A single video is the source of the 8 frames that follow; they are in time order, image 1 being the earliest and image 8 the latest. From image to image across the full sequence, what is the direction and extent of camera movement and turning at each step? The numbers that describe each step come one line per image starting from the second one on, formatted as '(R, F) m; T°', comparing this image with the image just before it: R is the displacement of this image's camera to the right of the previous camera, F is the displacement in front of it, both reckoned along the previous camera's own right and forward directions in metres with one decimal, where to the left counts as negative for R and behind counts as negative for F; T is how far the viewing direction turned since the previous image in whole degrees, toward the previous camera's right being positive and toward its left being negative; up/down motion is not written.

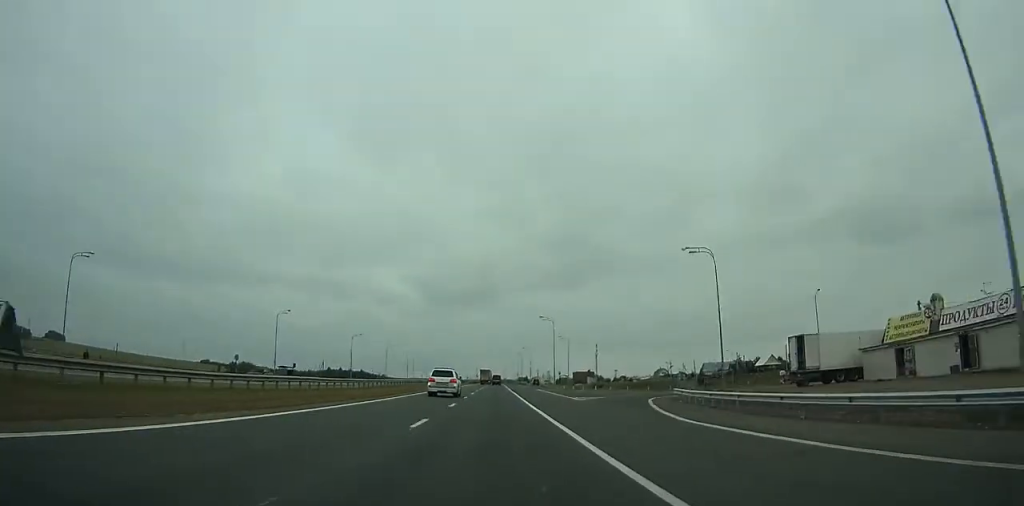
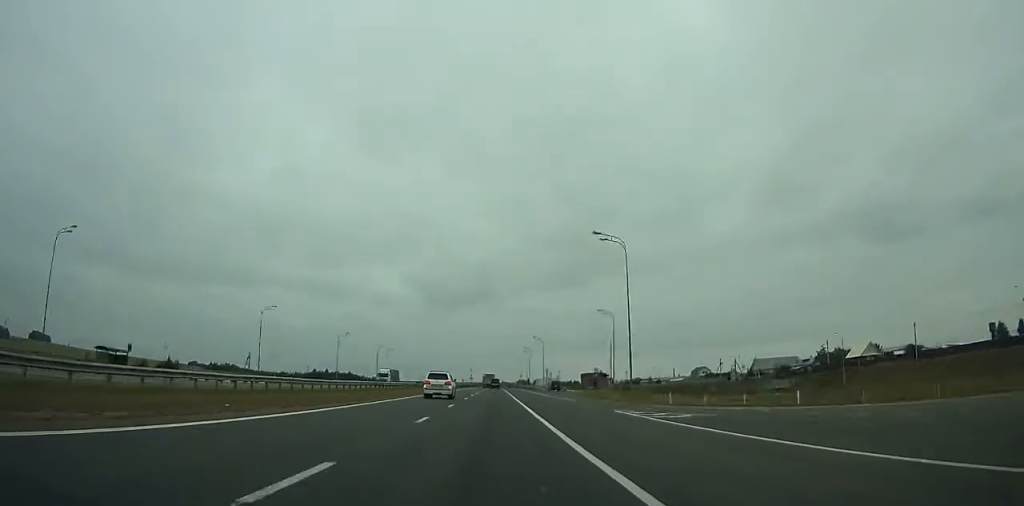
(-2.3, +57.8) m; +2°
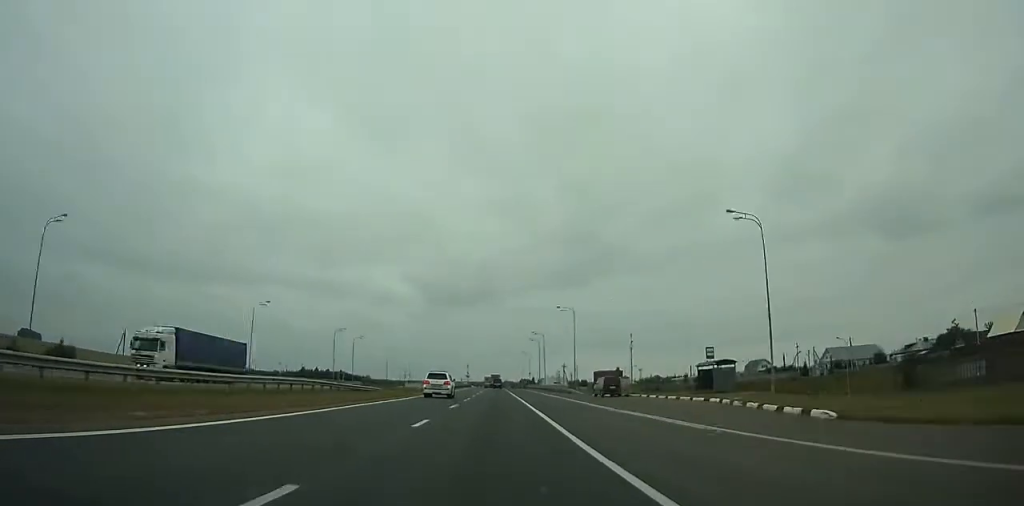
(+2.3, +50.1) m; +2°
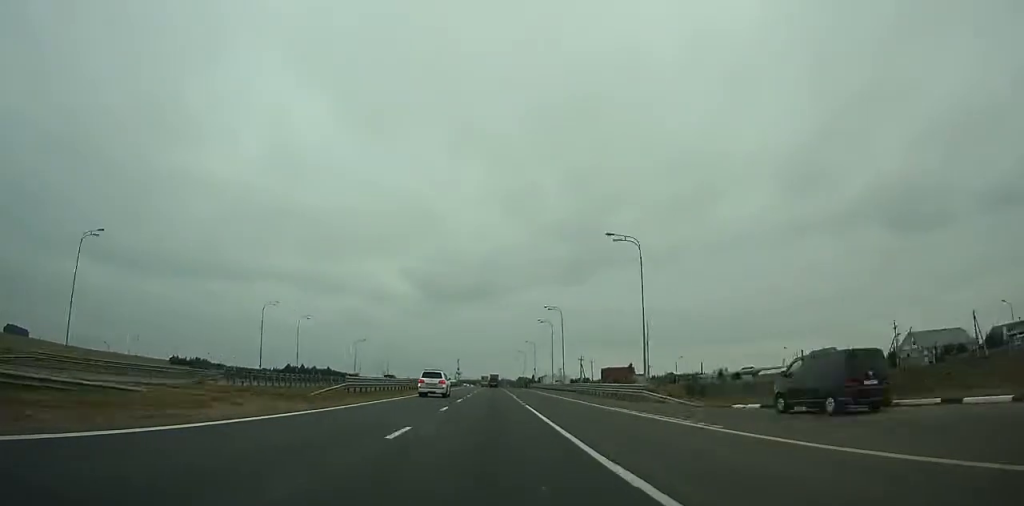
(+1.7, +40.5) m; +1°
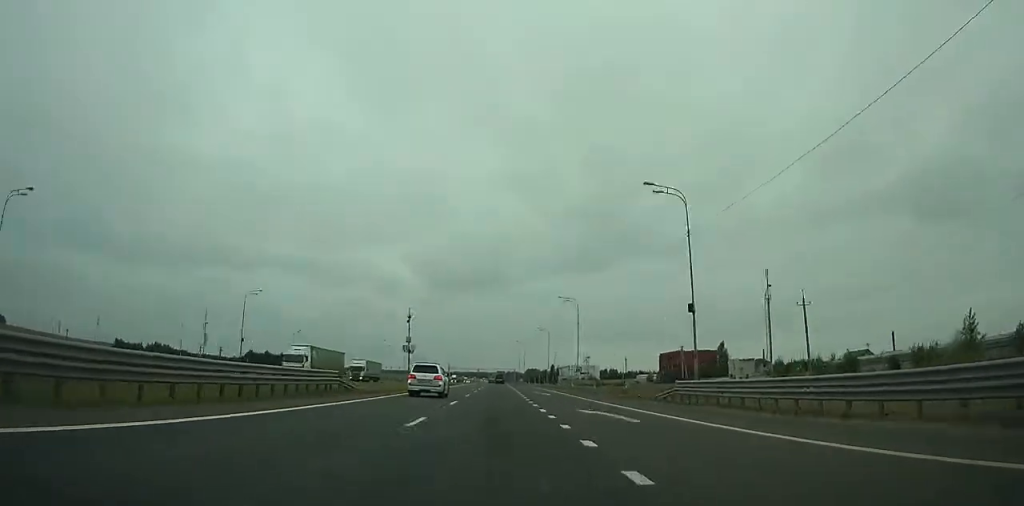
(-4.1, +117.3) m; -2°
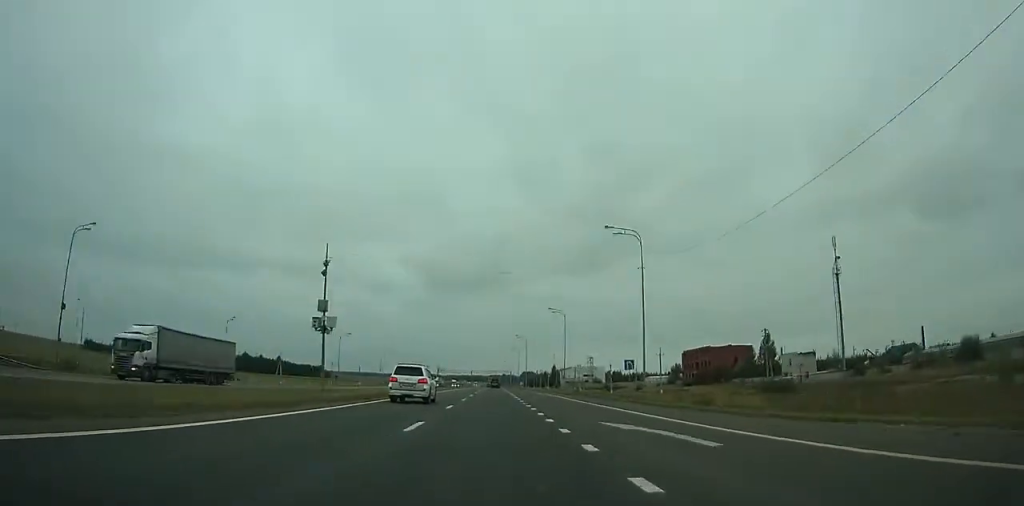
(0.0, +35.9) m; 0°
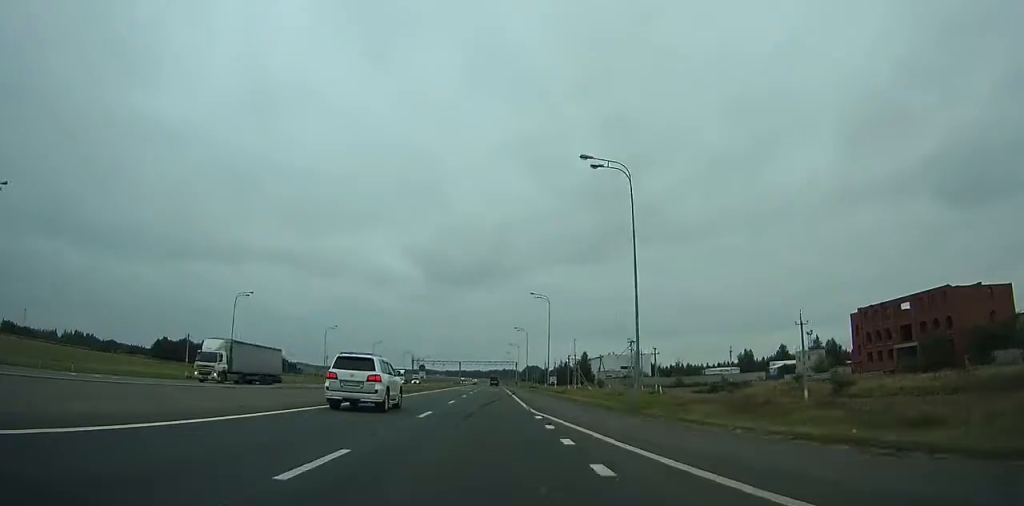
(+0.4, +99.9) m; 0°
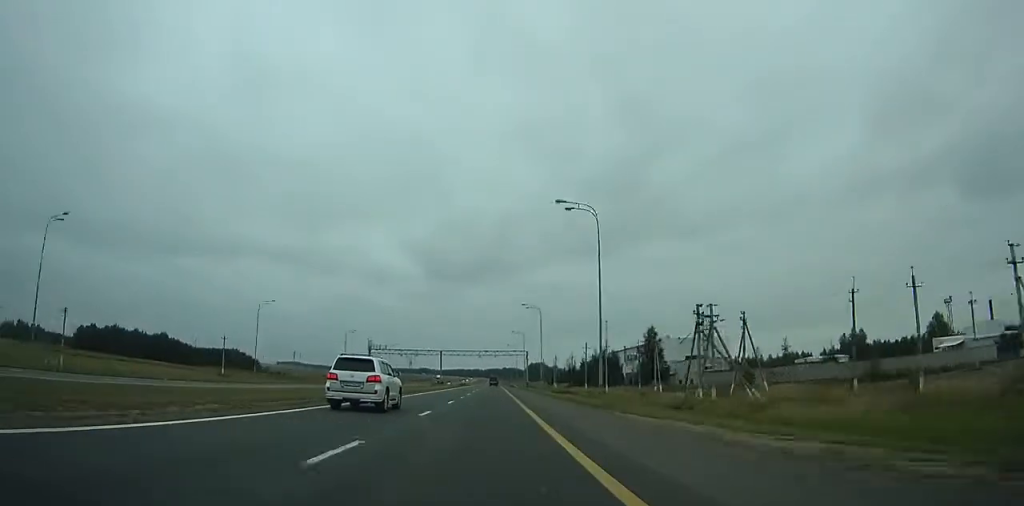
(+0.1, +82.9) m; 0°
